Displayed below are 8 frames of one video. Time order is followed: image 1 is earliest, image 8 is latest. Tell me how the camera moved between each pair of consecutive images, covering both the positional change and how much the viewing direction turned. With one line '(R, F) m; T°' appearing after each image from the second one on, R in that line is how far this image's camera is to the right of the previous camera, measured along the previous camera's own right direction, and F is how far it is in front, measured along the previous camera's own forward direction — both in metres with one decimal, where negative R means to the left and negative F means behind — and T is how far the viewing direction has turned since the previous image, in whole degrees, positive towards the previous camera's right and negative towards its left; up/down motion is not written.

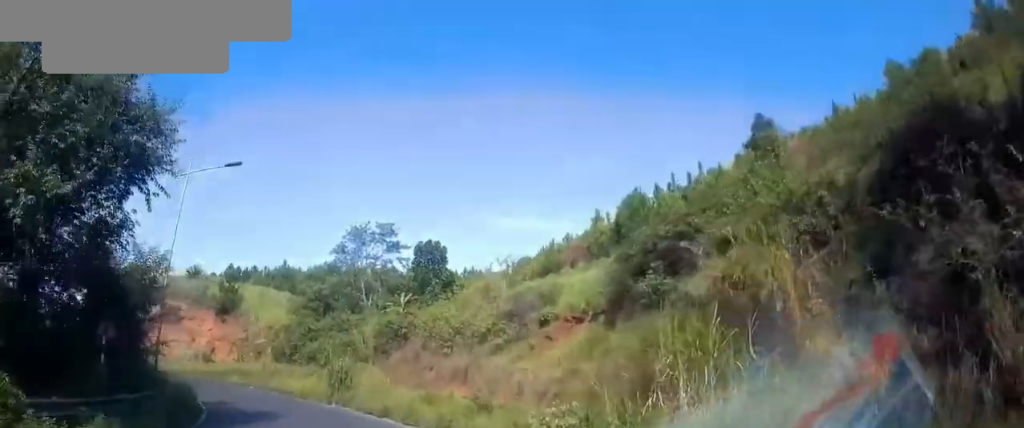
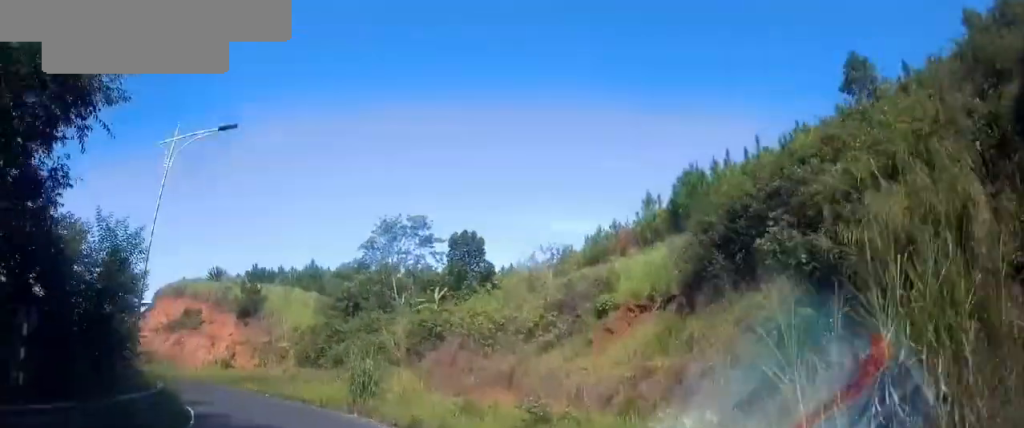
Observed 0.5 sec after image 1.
(-0.9, +3.7) m; -9°
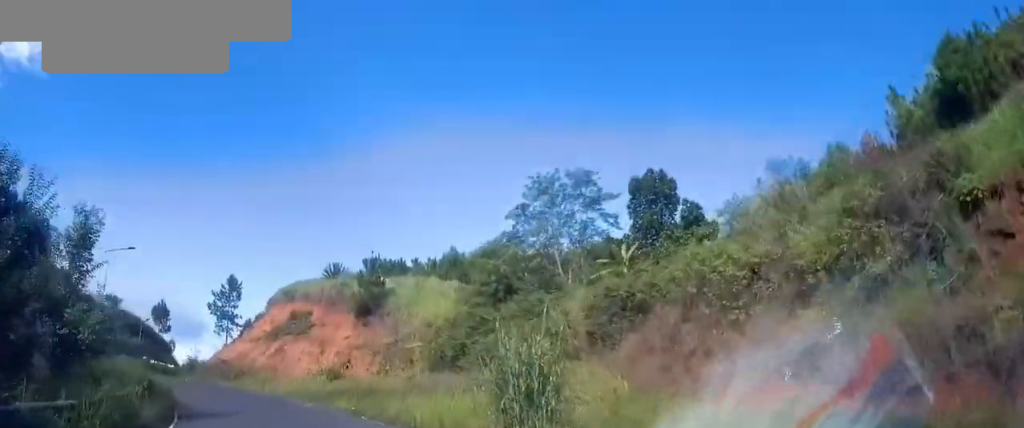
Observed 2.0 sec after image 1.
(-3.0, +12.0) m; -24°
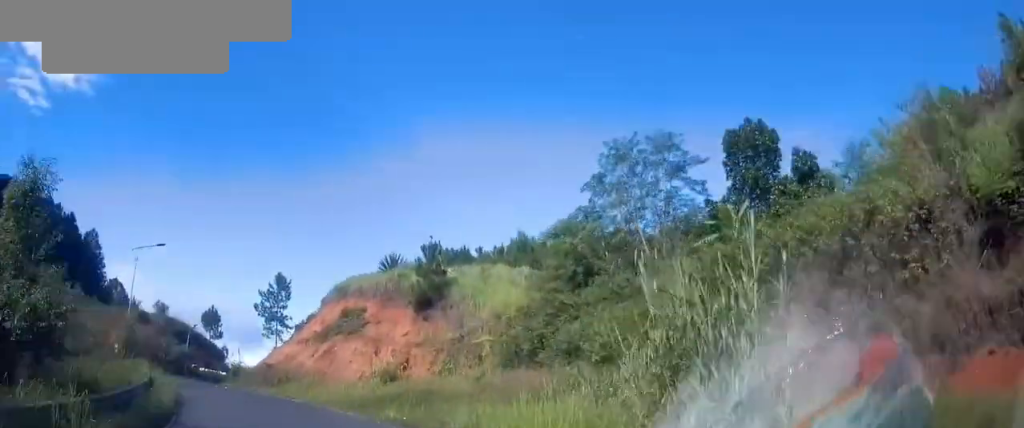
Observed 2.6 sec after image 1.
(-0.5, +4.8) m; -11°
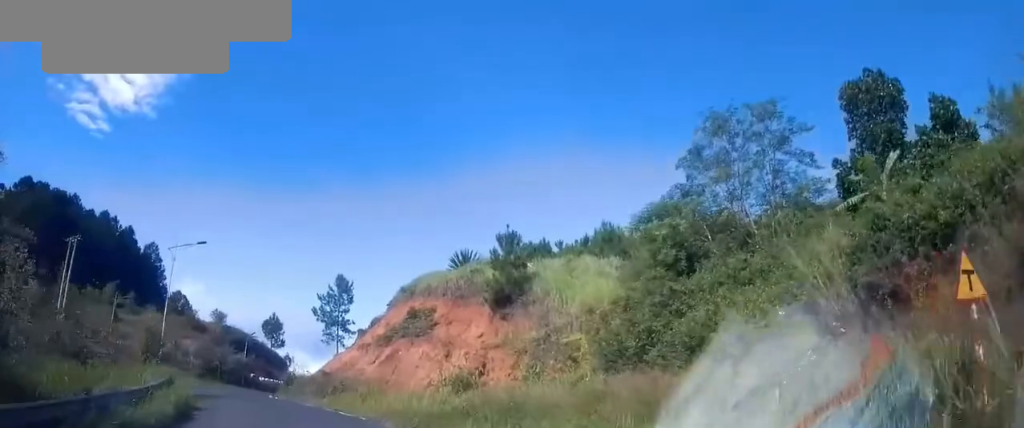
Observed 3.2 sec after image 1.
(-0.2, +4.8) m; -11°
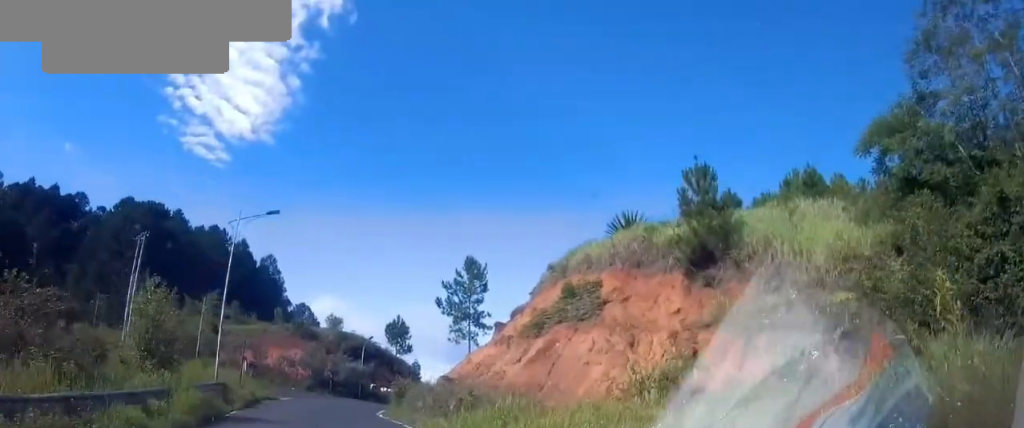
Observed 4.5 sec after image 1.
(-2.2, +10.0) m; -13°
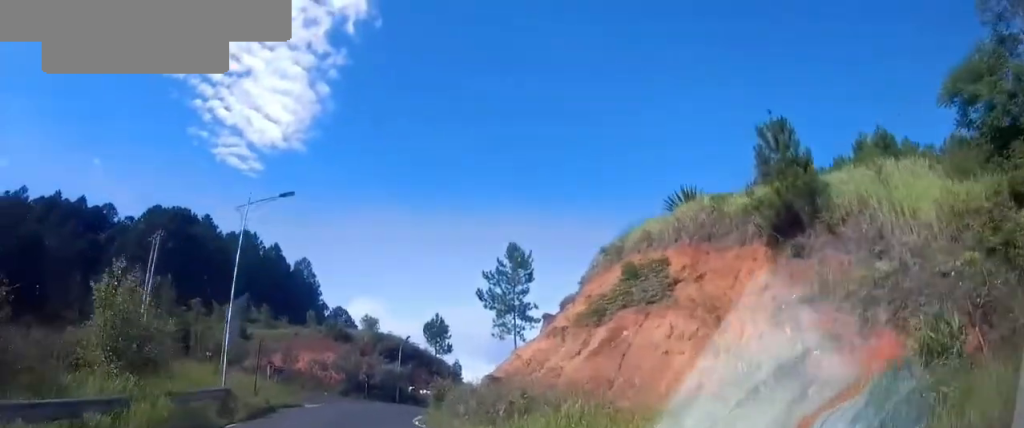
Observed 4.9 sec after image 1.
(-0.1, +3.7) m; -1°
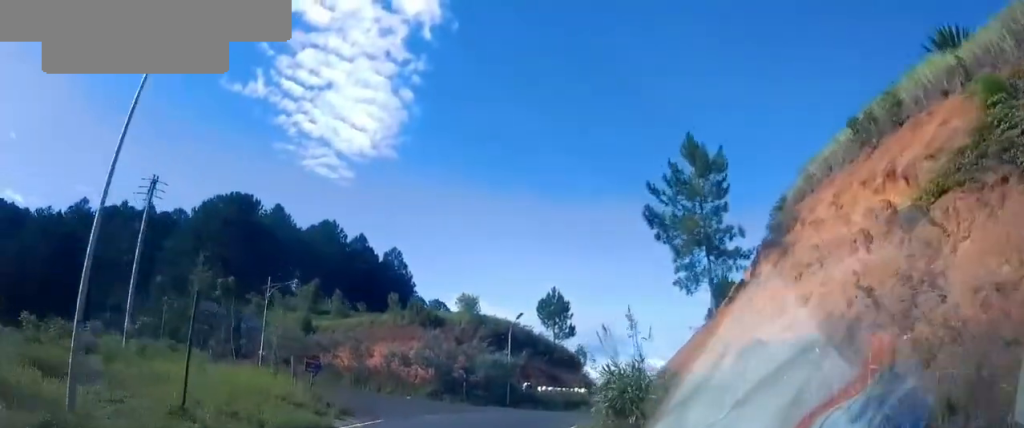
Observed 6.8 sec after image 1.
(-1.4, +14.7) m; -17°
